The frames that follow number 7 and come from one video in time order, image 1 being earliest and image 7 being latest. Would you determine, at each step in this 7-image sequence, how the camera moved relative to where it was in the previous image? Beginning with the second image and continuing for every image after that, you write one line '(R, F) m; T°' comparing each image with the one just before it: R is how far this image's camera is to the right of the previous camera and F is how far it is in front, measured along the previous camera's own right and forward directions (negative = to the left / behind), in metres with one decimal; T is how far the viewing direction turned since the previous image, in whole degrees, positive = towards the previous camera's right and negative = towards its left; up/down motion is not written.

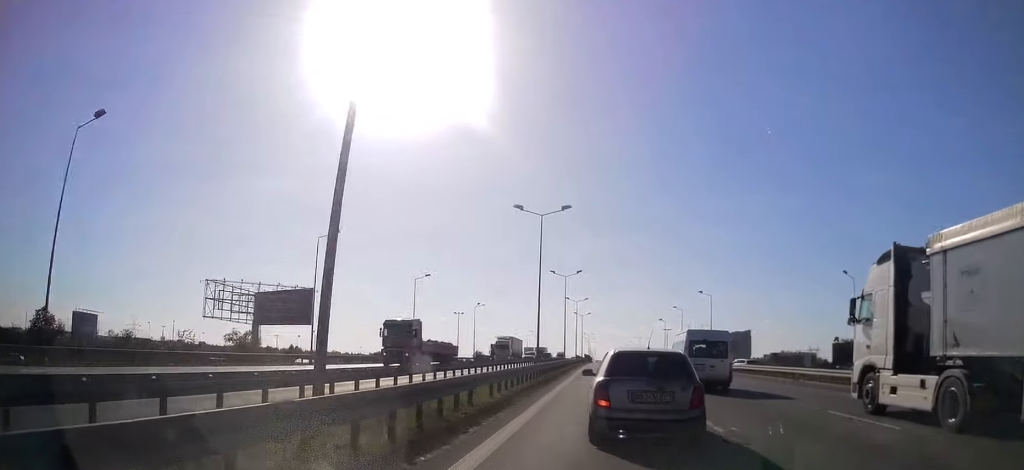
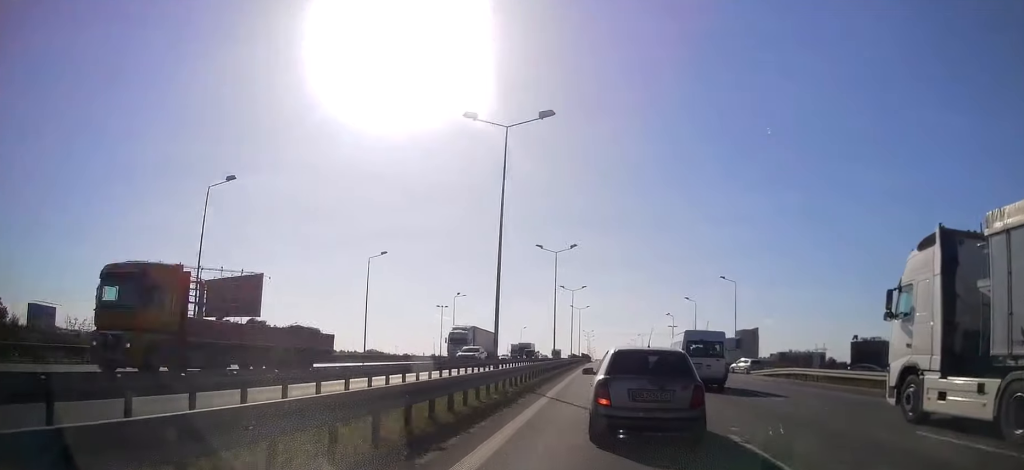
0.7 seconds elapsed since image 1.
(+0.1, +16.7) m; 0°
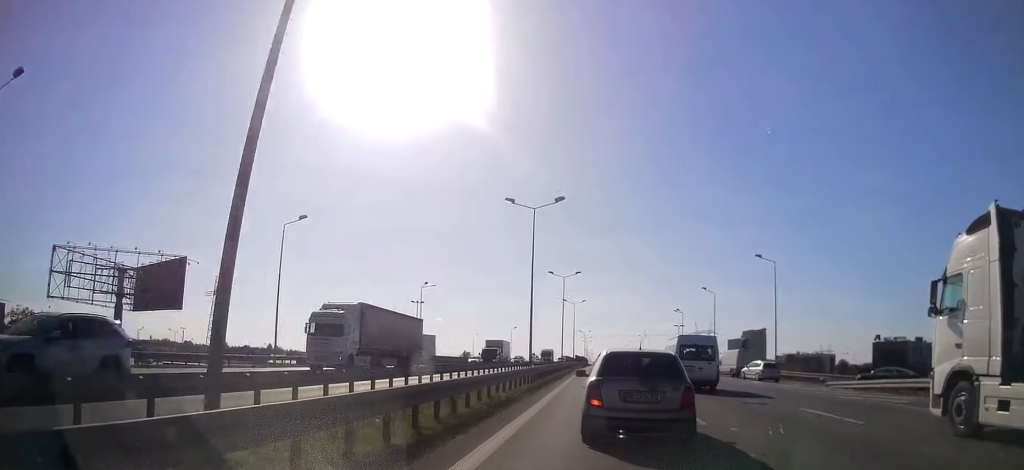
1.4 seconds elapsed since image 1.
(0.0, +17.5) m; -1°
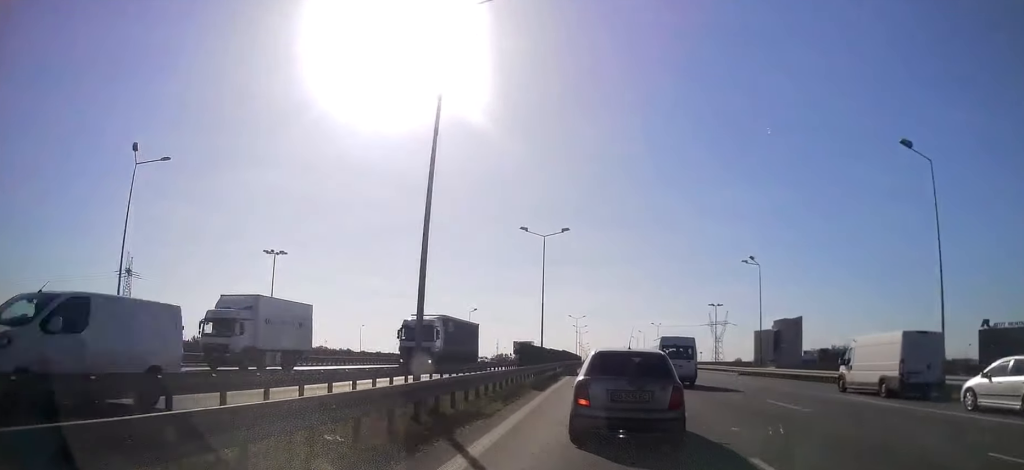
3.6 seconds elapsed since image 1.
(+0.1, +57.1) m; +1°
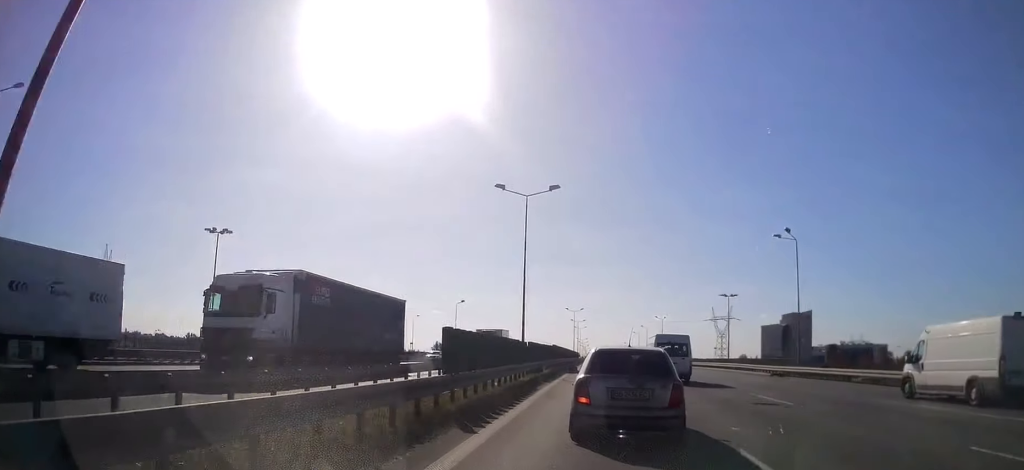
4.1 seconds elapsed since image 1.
(0.0, +11.8) m; 0°
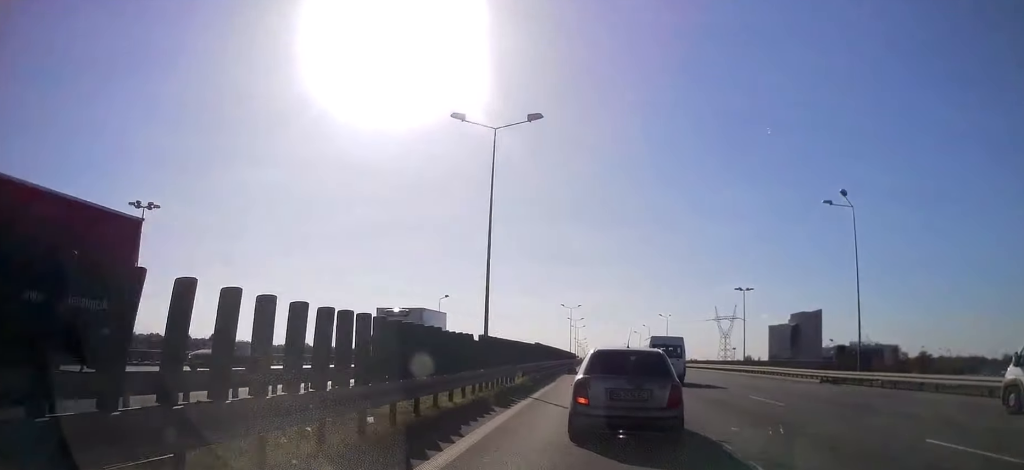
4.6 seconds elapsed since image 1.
(0.0, +11.8) m; 0°
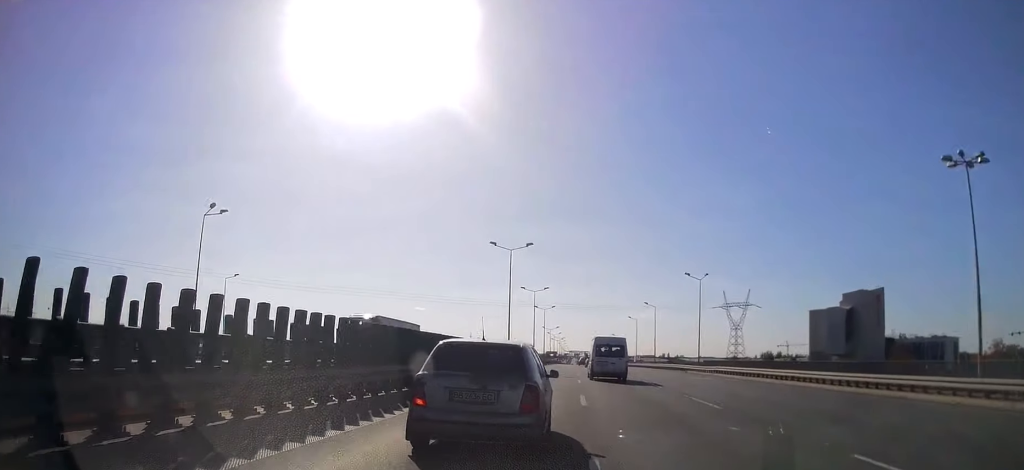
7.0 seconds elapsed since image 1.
(+0.7, +57.8) m; +1°
